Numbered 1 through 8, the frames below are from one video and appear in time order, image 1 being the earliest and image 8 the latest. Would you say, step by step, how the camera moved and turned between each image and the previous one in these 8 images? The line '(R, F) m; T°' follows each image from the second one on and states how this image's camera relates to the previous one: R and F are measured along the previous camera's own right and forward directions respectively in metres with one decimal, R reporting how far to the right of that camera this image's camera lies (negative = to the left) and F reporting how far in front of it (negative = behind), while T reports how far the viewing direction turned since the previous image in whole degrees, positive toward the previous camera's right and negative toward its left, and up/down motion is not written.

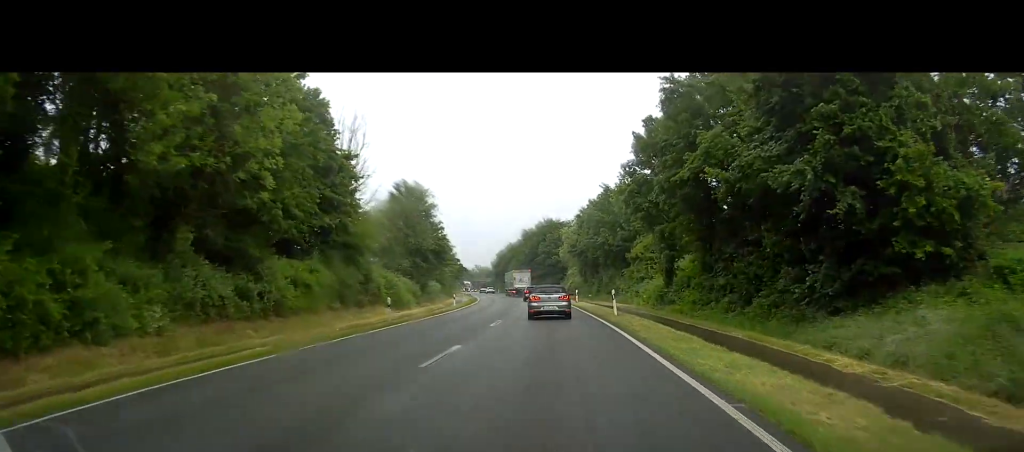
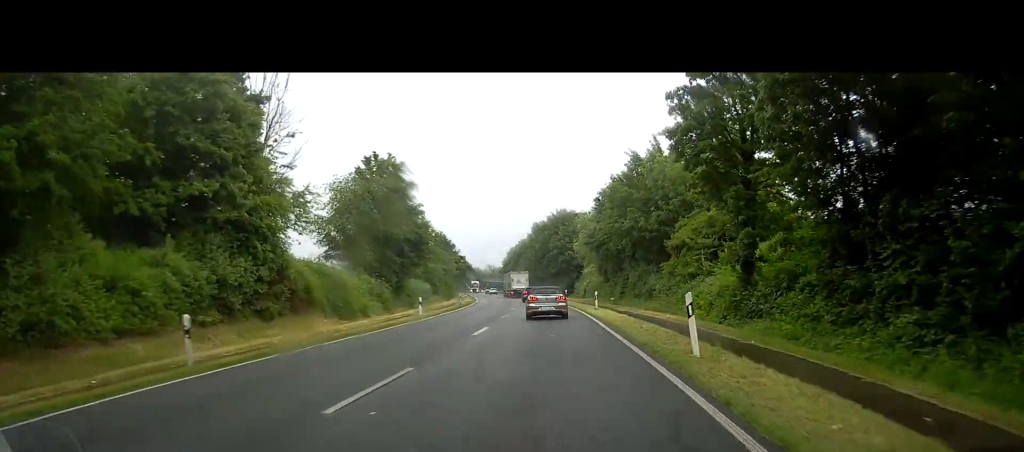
(+0.2, +16.1) m; -1°
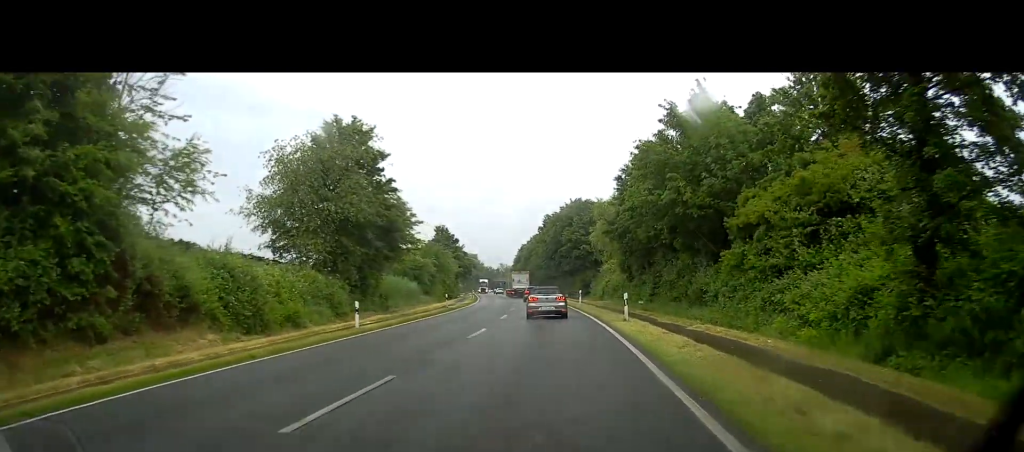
(-0.3, +12.5) m; -2°
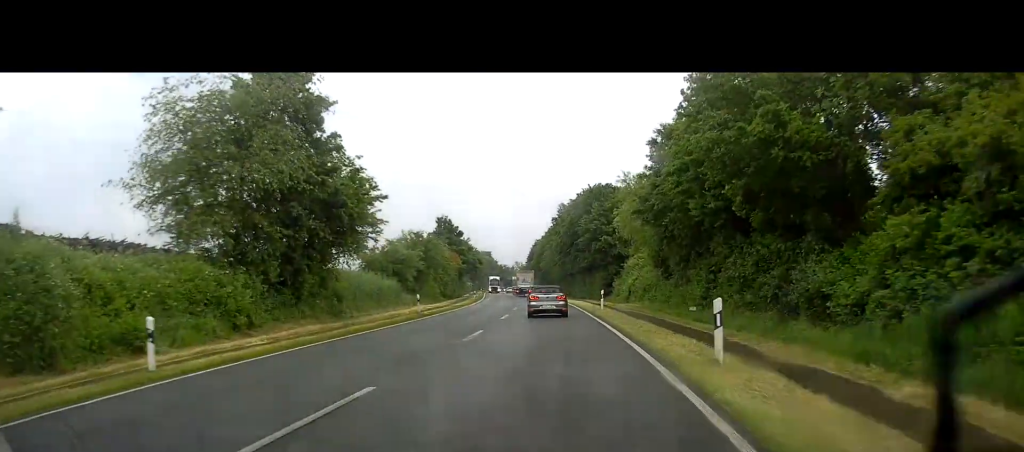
(-0.1, +13.0) m; -3°
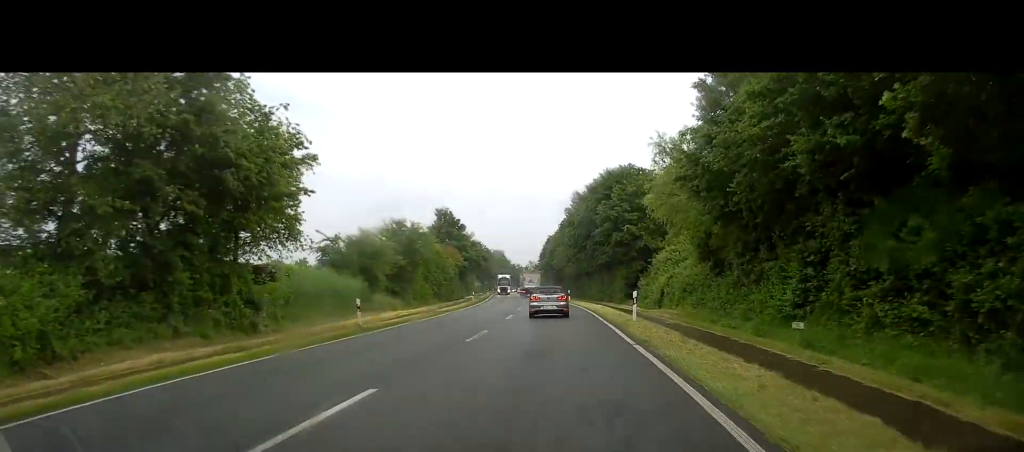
(-0.5, +11.6) m; -1°
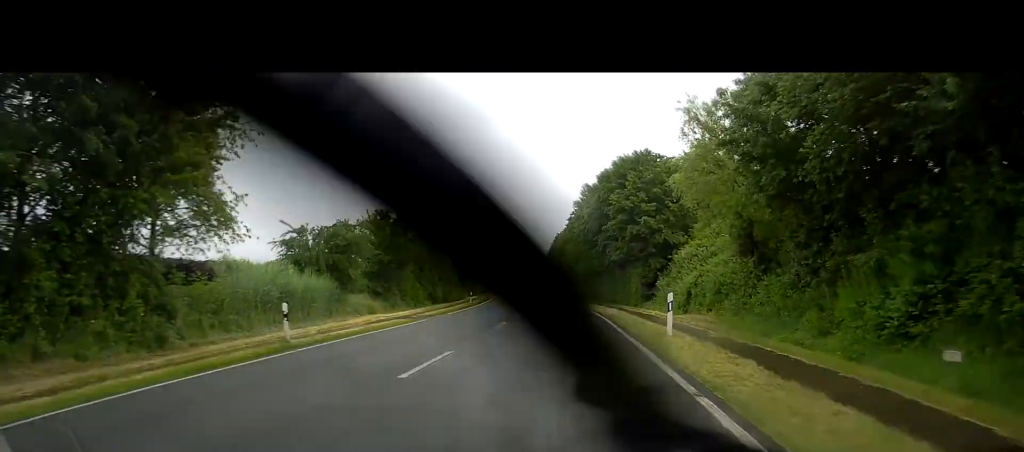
(0.0, +6.6) m; 0°
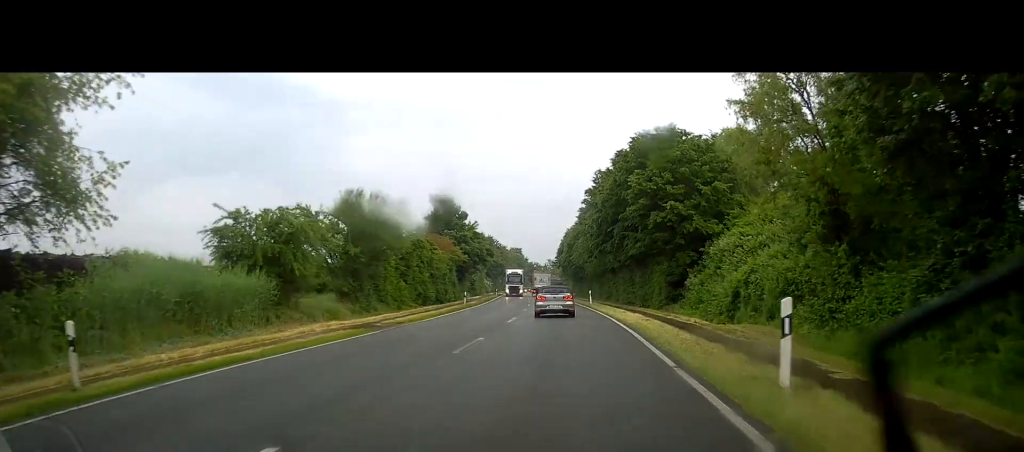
(+0.2, +8.1) m; 0°
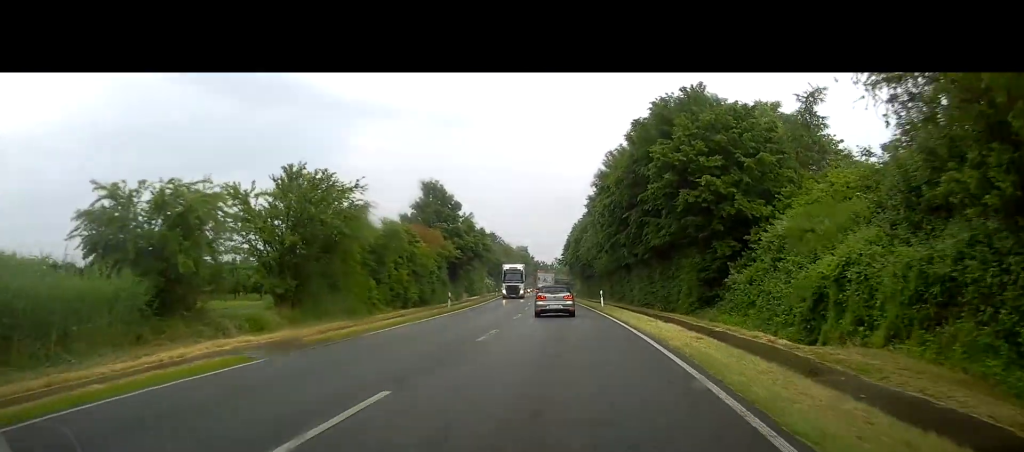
(-0.2, +8.7) m; -1°
